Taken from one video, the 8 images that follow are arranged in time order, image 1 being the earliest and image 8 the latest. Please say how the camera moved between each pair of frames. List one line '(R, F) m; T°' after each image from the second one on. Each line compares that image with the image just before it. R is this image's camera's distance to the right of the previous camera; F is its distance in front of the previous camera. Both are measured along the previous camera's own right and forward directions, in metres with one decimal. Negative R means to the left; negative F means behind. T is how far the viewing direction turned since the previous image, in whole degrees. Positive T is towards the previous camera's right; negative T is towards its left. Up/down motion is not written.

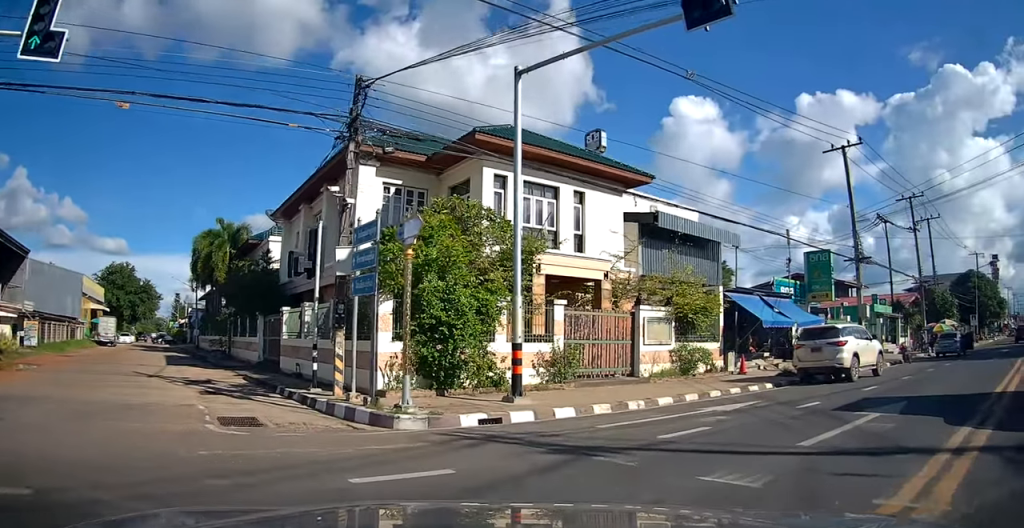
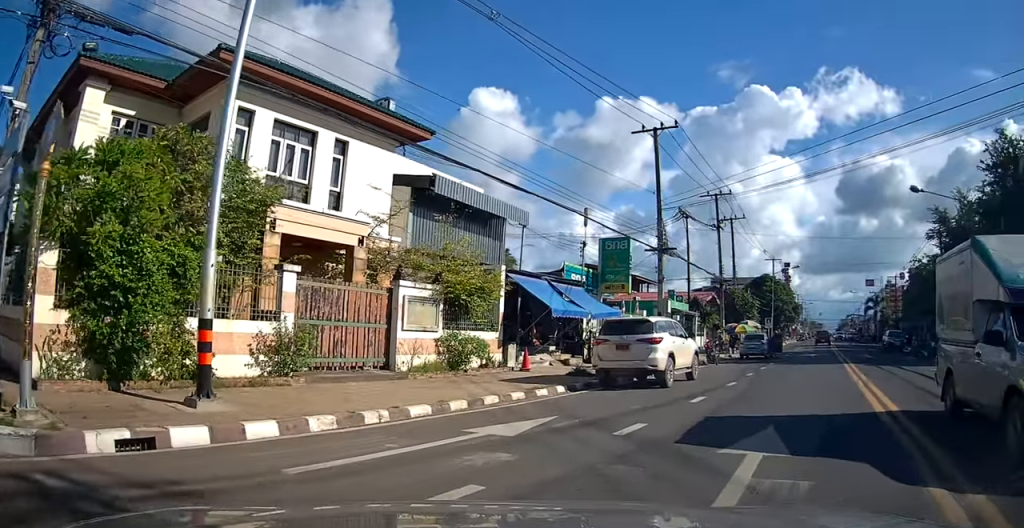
(+0.6, +3.5) m; +24°
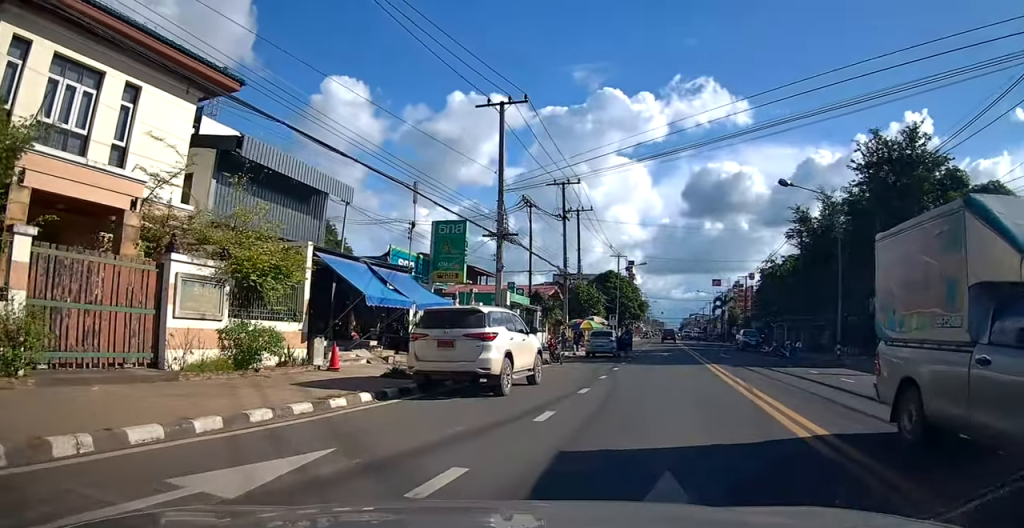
(+0.3, +2.9) m; +20°
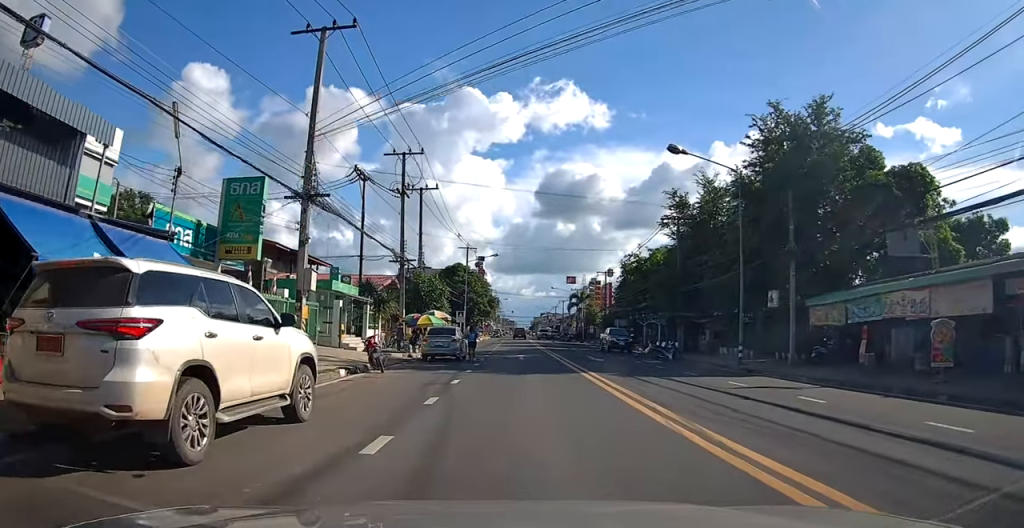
(+1.4, +6.3) m; +12°
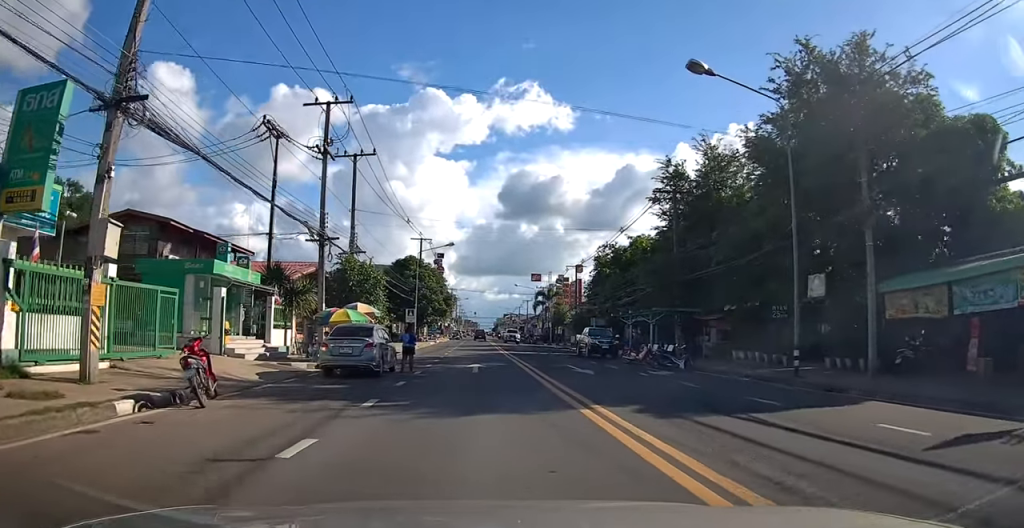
(0.0, +8.0) m; 0°
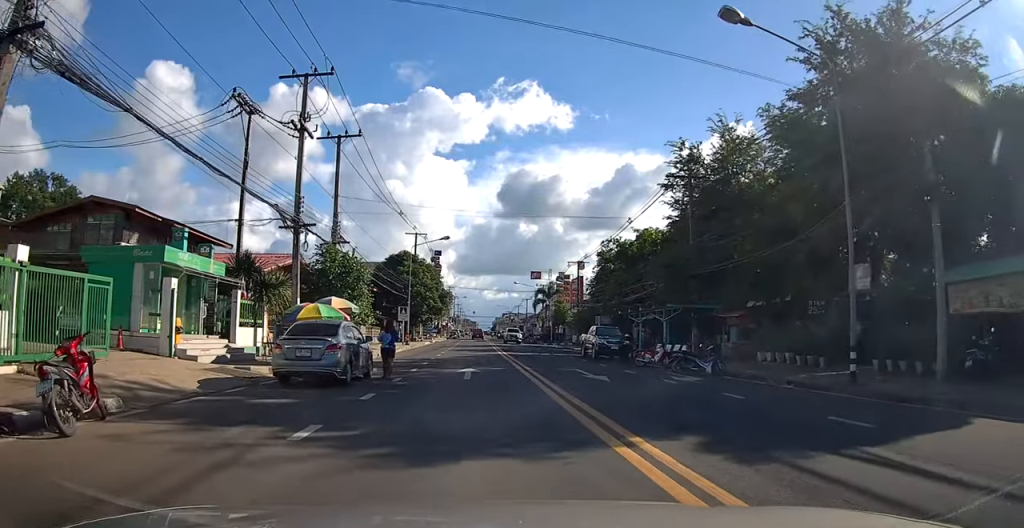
(0.0, +2.9) m; 0°
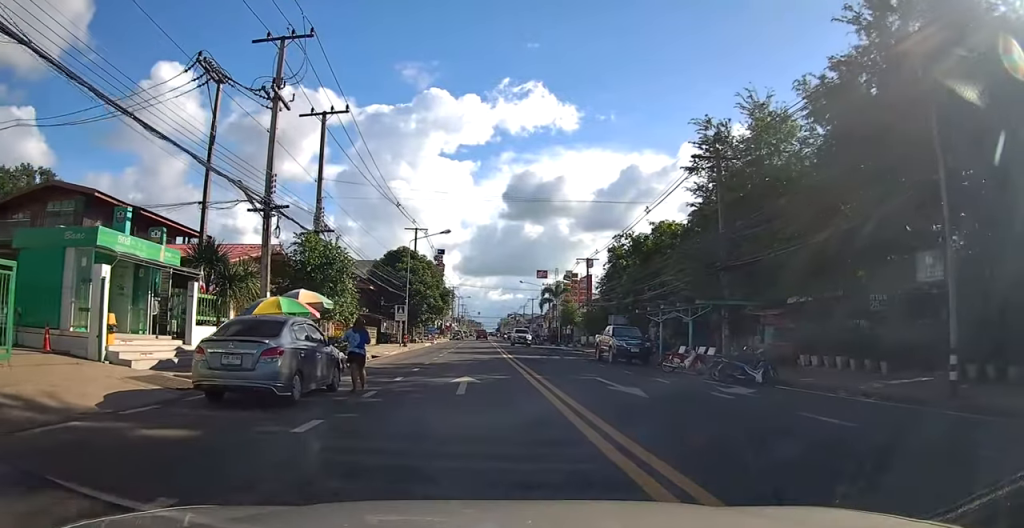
(0.0, +3.5) m; -2°
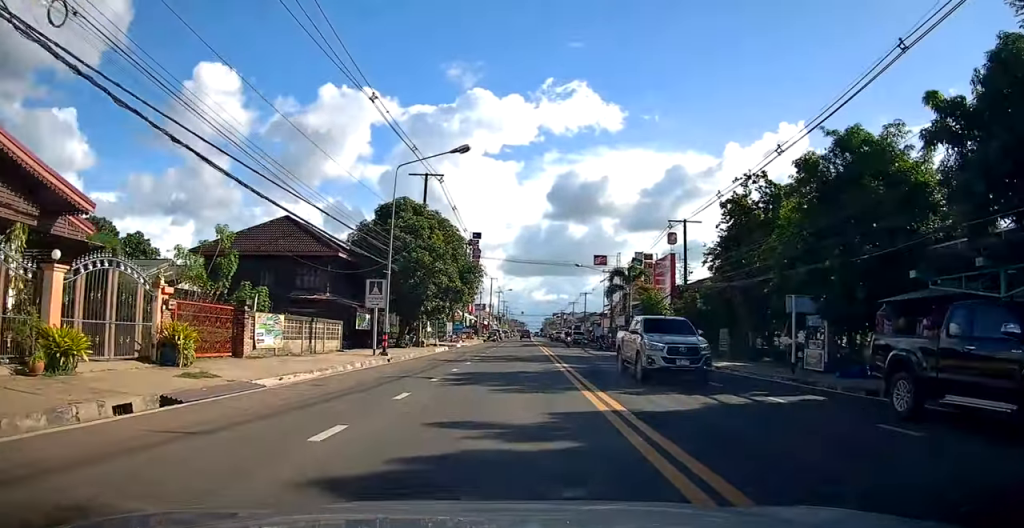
(-0.8, +20.5) m; -1°
